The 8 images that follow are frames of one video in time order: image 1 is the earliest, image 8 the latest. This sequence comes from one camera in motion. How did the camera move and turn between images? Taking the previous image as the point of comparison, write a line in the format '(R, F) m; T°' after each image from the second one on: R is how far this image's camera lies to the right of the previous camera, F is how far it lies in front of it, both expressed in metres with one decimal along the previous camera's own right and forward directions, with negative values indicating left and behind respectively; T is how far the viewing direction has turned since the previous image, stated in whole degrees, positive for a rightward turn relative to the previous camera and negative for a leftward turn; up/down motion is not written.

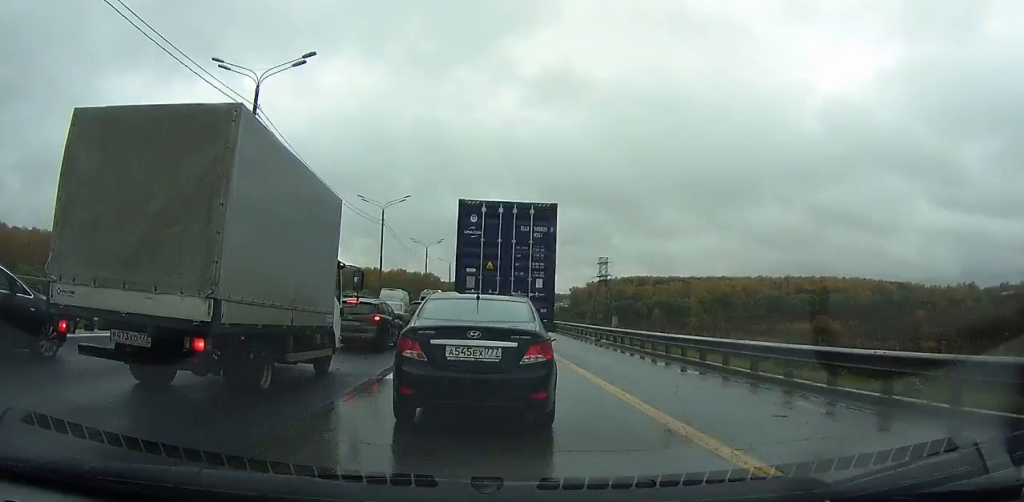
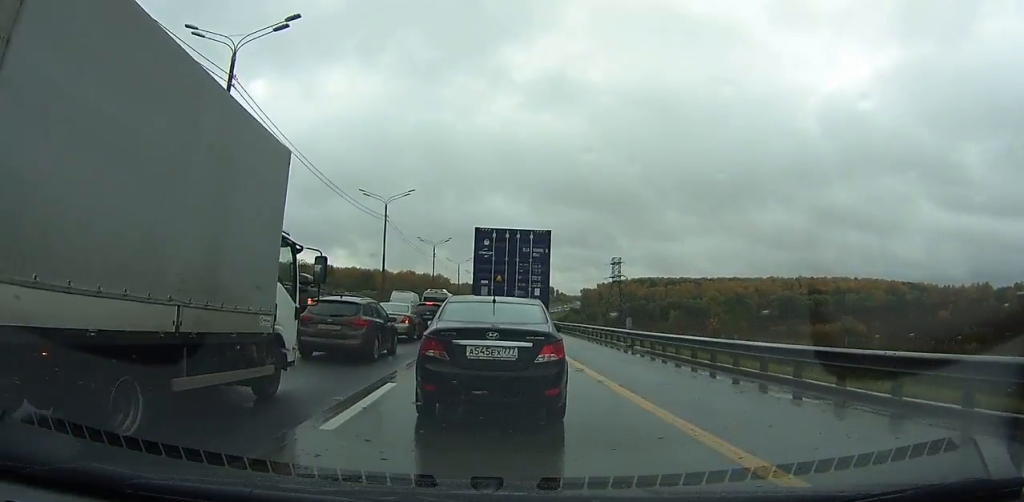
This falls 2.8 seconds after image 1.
(-0.1, +4.7) m; -2°
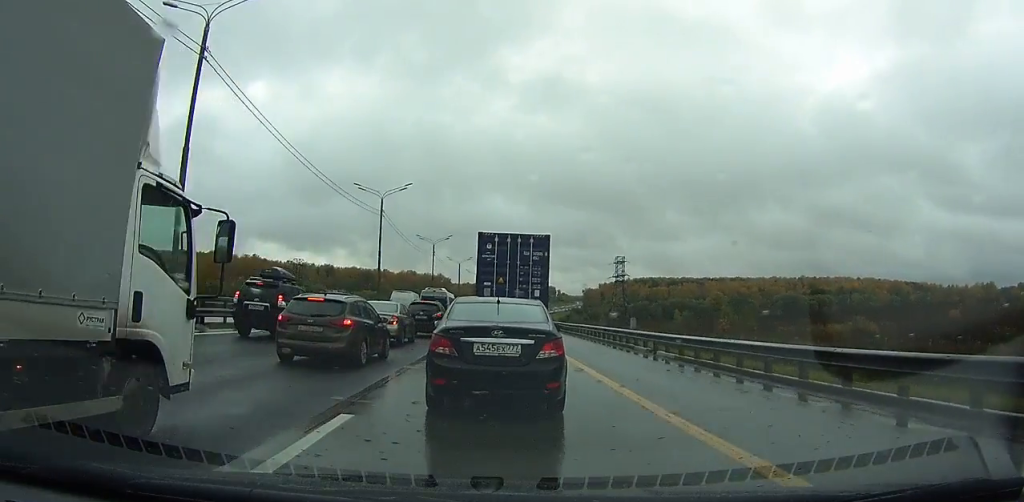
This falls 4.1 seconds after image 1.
(0.0, +2.5) m; -1°
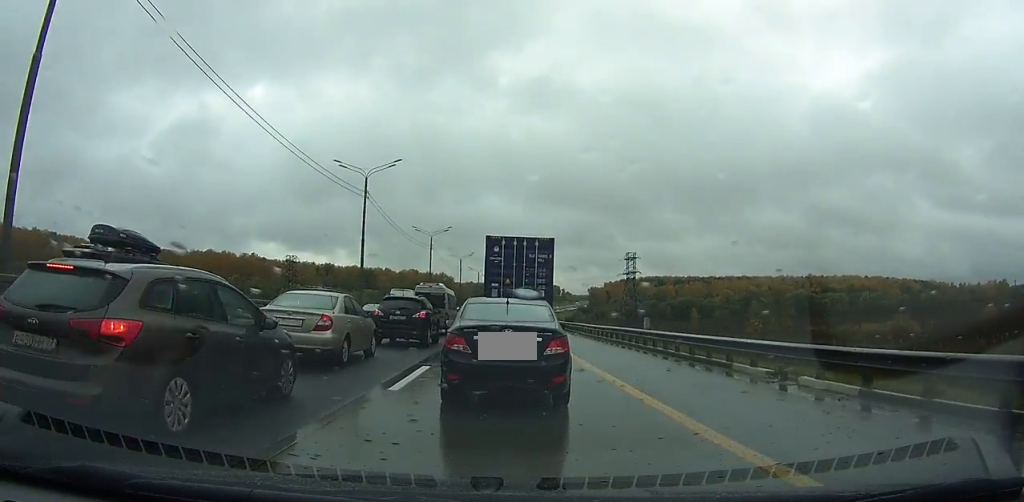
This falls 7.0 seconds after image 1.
(-0.1, +7.6) m; +1°
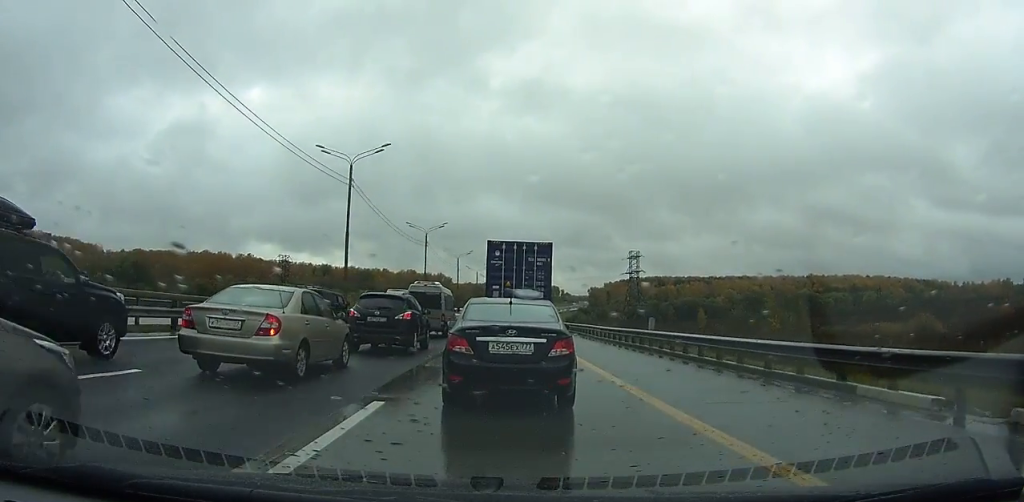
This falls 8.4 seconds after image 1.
(+0.1, +4.5) m; +1°
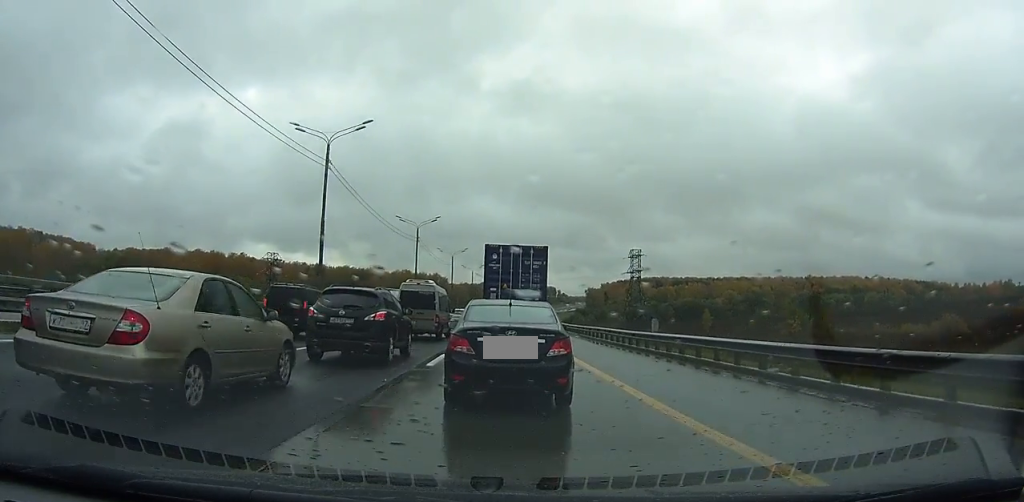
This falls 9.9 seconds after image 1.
(0.0, +5.0) m; +2°
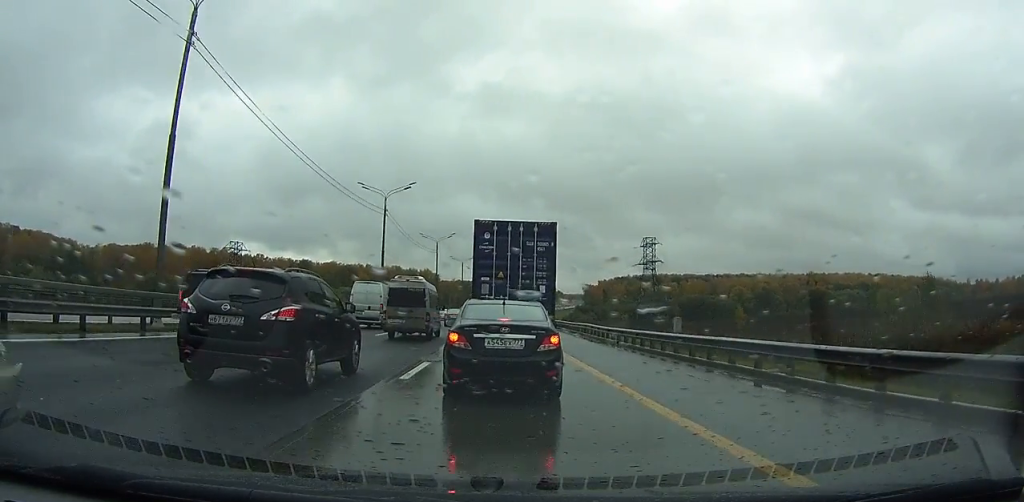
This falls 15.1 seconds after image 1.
(+0.5, +18.6) m; +2°
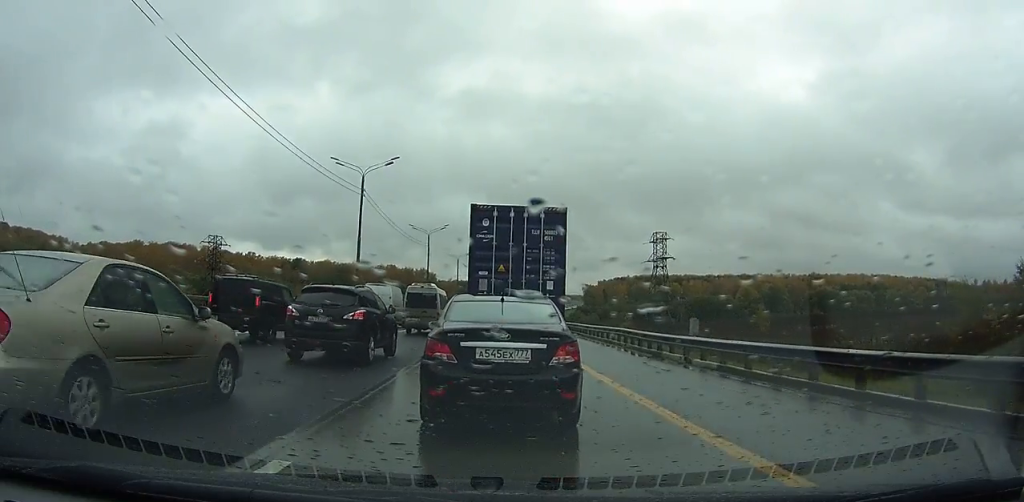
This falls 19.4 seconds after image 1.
(+0.1, +13.0) m; 0°
